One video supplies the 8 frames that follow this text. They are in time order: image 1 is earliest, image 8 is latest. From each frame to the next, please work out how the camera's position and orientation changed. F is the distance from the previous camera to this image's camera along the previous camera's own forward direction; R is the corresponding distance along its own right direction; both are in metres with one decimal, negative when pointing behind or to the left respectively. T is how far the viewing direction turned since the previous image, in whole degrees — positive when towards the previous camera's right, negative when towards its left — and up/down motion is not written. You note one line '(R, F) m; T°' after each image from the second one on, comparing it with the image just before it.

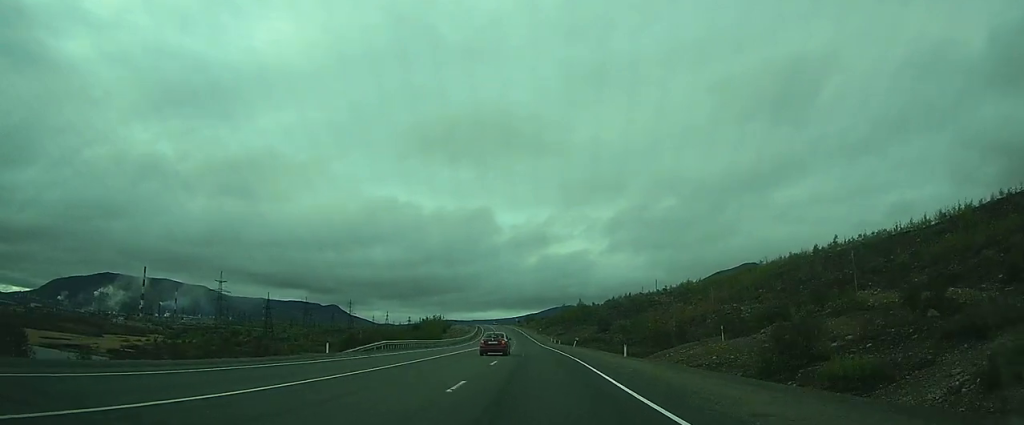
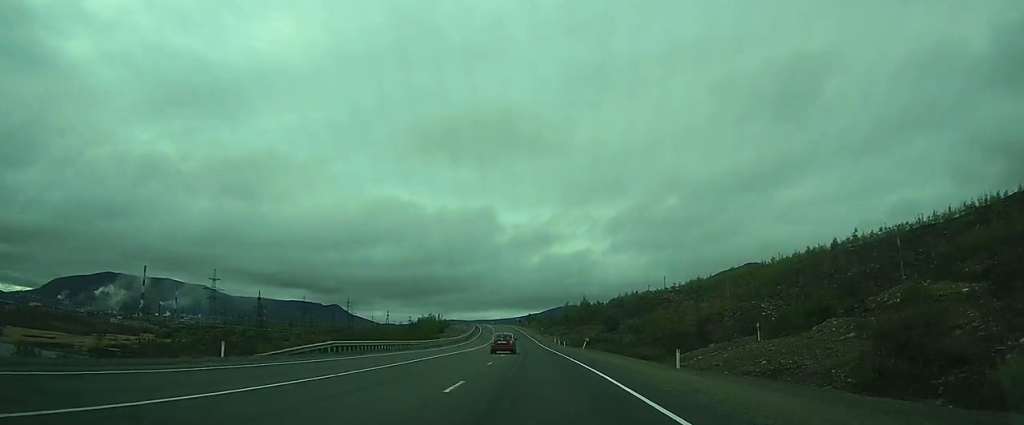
(0.0, +12.4) m; 0°
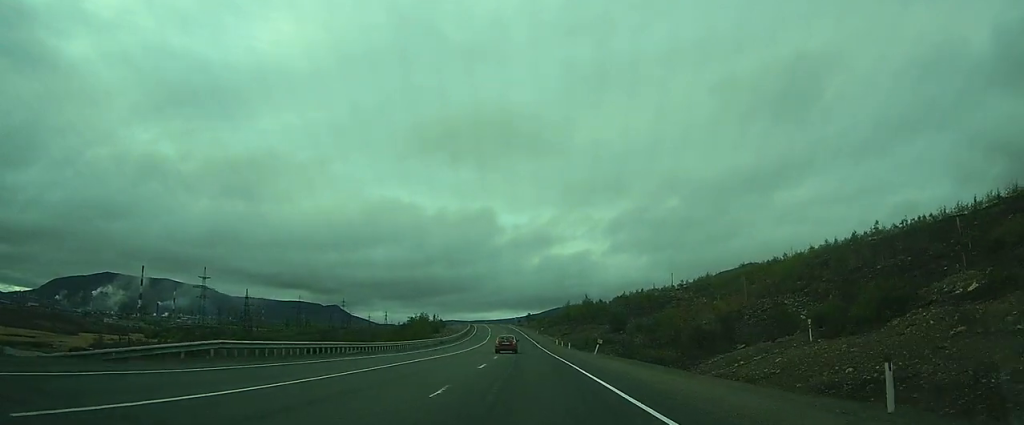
(0.0, +13.1) m; 0°
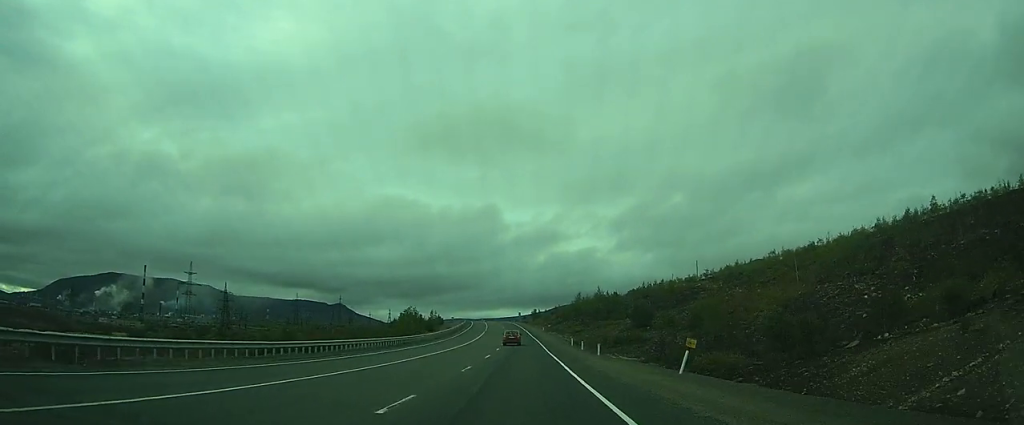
(-0.2, +26.5) m; 0°
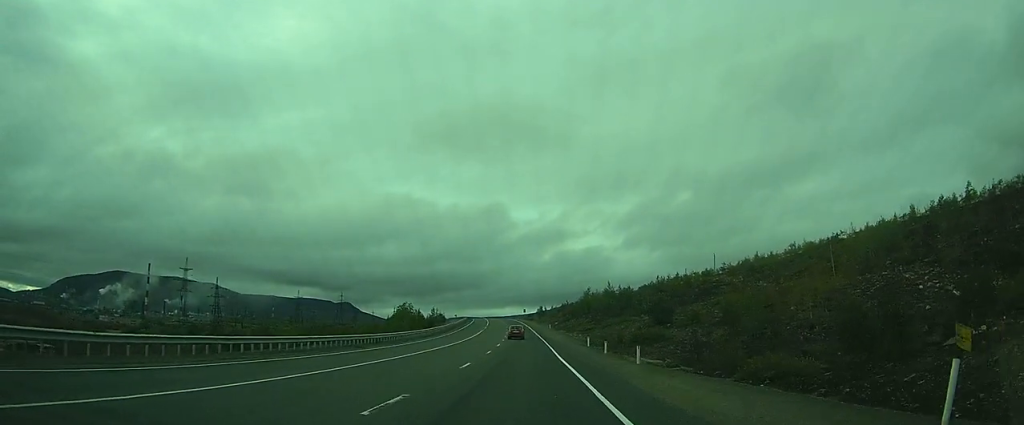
(+0.1, +12.7) m; 0°
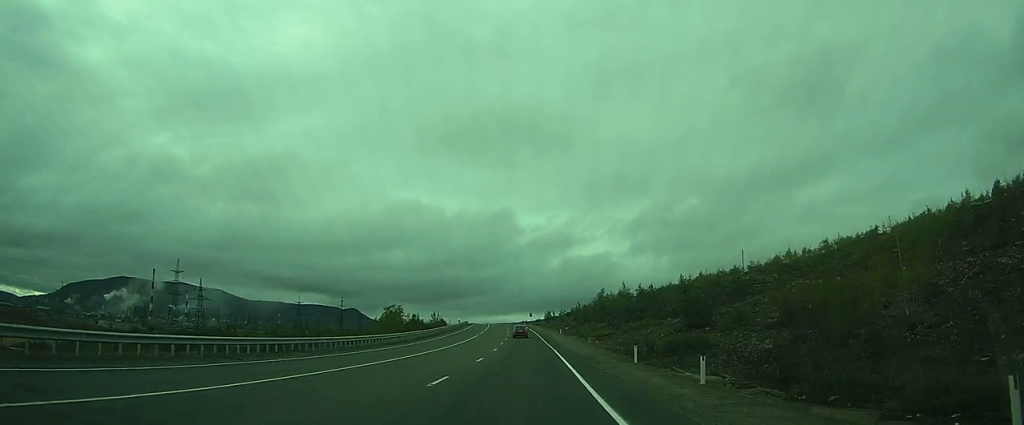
(0.0, +18.8) m; -1°
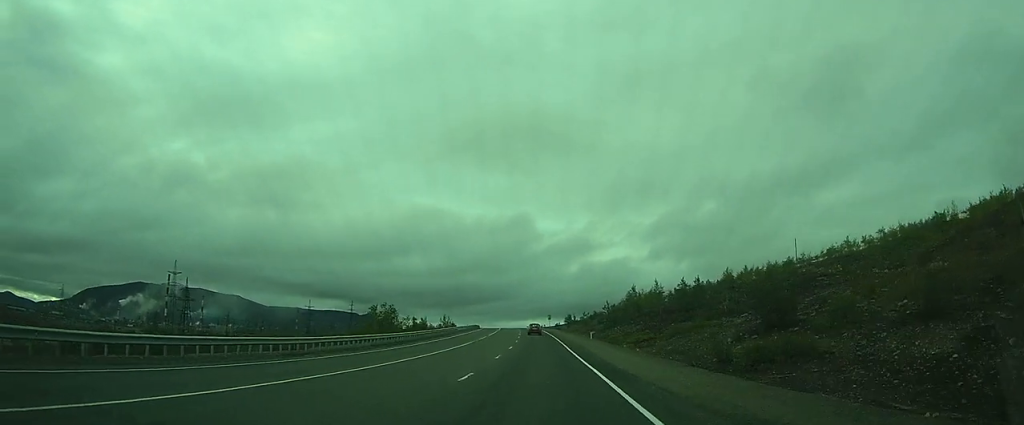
(-0.3, +22.9) m; -1°
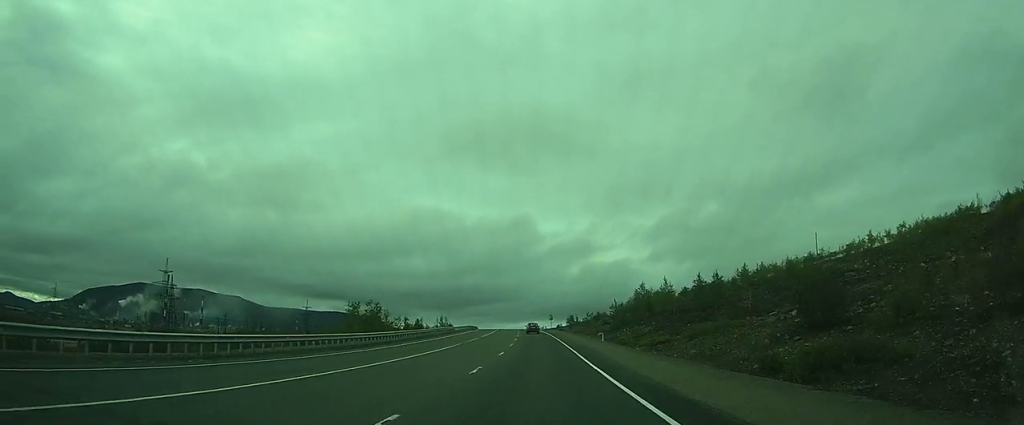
(-0.1, +10.1) m; 0°
